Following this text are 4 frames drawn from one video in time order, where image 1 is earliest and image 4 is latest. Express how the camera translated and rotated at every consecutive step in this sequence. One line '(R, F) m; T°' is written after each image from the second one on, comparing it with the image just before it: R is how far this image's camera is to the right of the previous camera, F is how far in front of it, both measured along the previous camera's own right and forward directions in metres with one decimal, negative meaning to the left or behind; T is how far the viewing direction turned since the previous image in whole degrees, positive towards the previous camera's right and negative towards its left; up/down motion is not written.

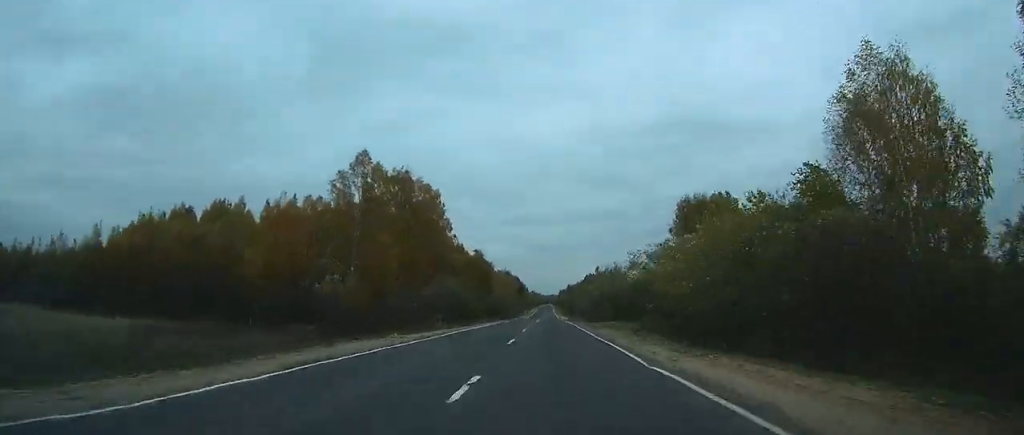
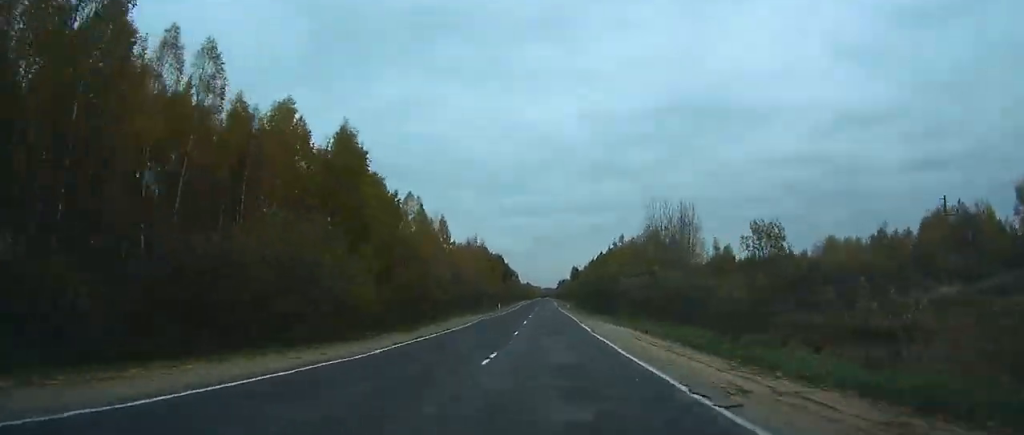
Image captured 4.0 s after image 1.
(0.0, +100.7) m; 0°
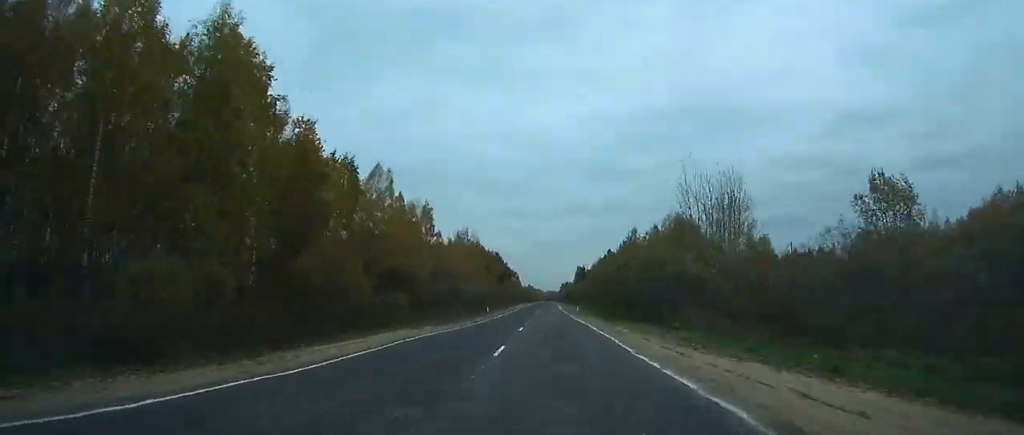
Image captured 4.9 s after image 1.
(0.0, +21.5) m; 0°
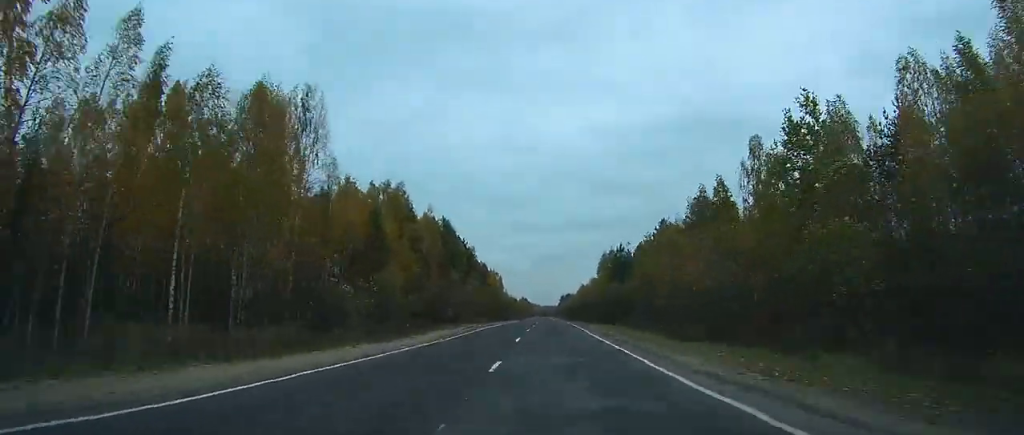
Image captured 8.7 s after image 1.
(-0.8, +100.6) m; -1°
